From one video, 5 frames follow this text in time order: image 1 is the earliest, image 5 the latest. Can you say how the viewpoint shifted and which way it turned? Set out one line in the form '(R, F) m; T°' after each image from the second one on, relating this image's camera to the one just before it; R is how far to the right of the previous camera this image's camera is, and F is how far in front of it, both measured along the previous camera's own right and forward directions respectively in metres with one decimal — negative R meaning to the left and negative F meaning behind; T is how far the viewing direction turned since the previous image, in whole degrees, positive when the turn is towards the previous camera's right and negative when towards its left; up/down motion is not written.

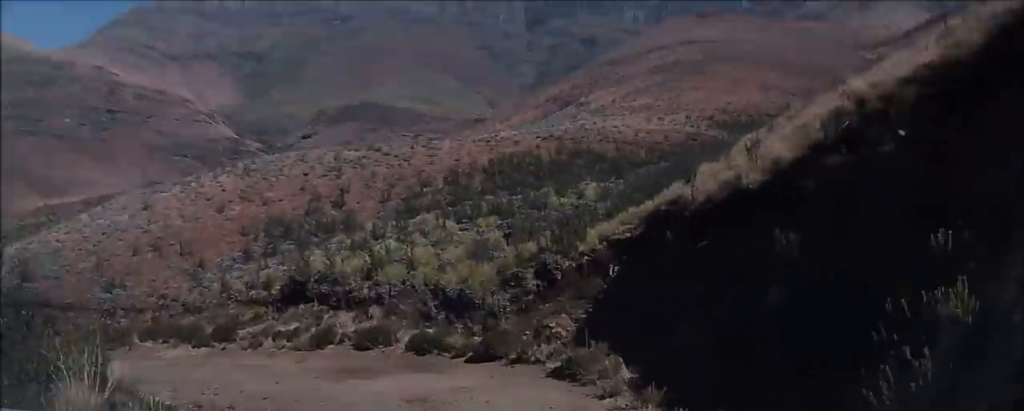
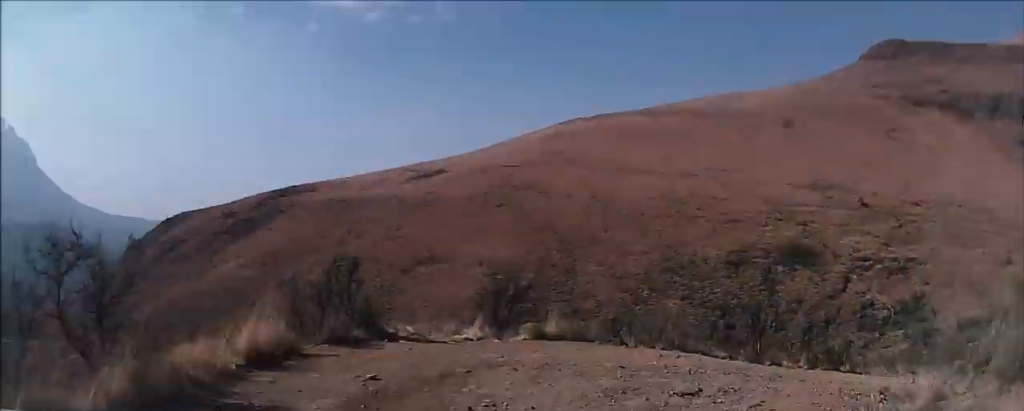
(-17.7, +27.2) m; -33°
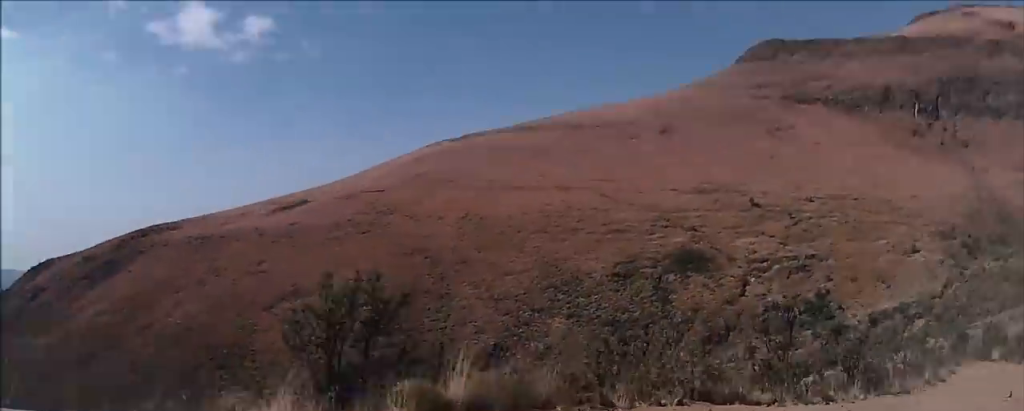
(+2.7, +11.9) m; +10°
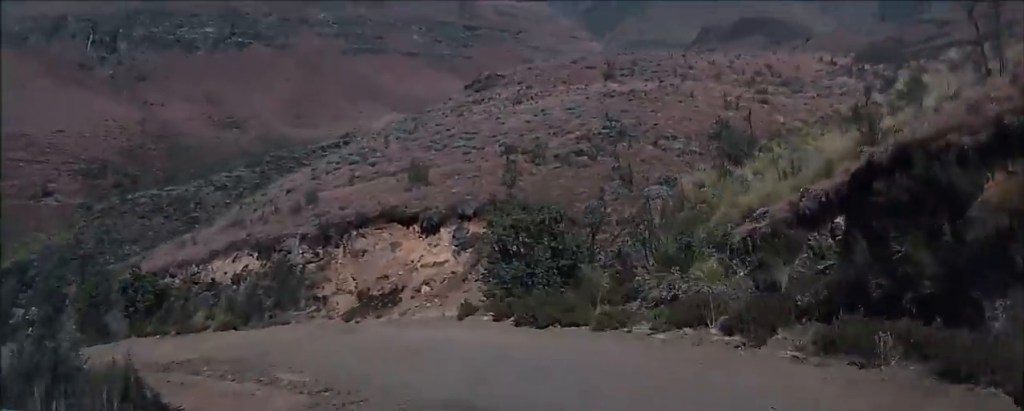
(+16.7, +54.3) m; +11°
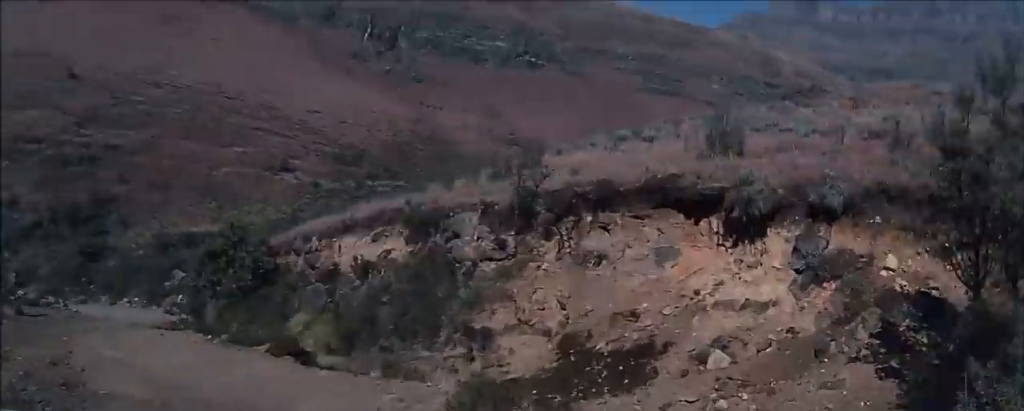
(+0.8, +12.9) m; -11°
